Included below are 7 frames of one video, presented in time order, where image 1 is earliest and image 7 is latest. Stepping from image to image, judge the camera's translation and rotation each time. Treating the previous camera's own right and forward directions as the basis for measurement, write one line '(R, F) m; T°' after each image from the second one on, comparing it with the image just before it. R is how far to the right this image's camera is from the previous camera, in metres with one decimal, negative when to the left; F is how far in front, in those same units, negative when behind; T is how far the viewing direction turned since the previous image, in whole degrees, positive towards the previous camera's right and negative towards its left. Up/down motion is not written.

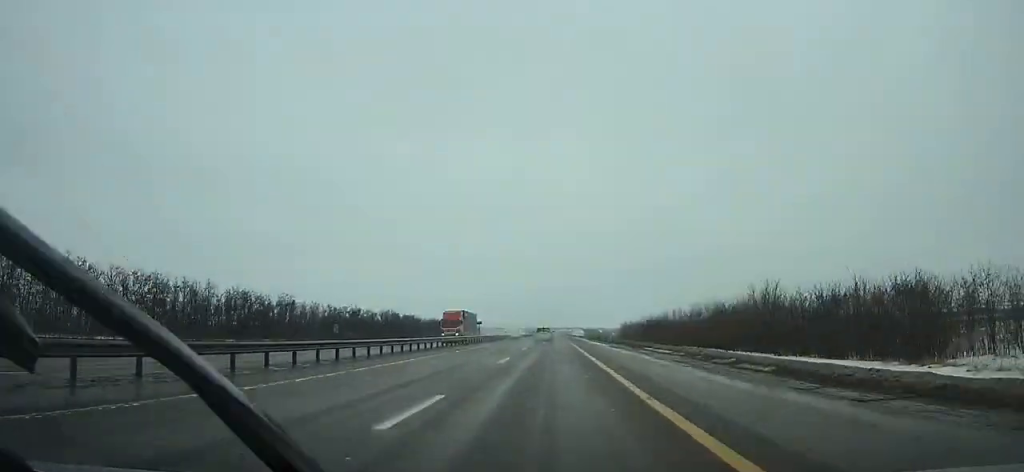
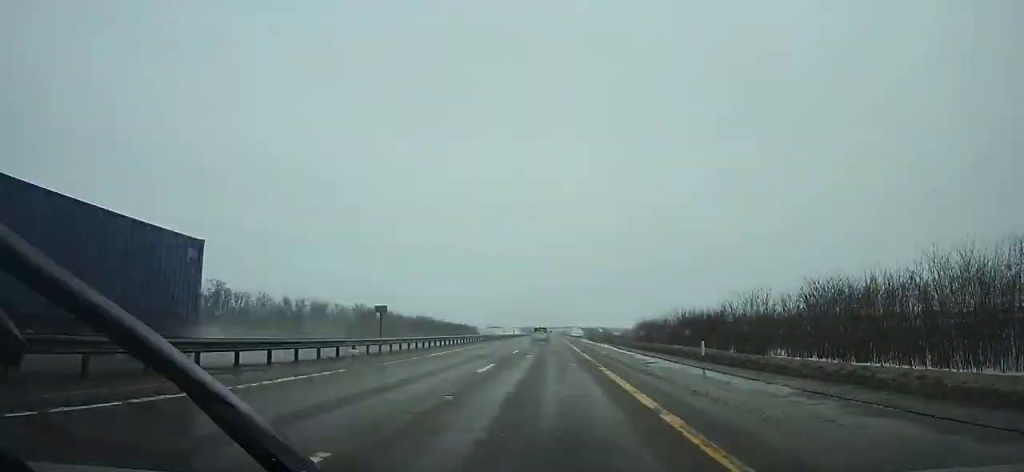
(0.0, +37.0) m; 0°
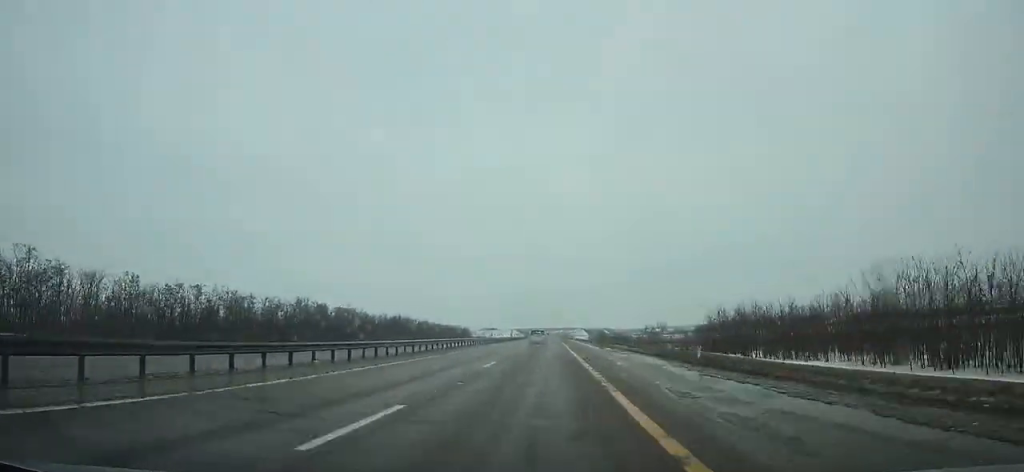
(0.0, +60.9) m; 0°
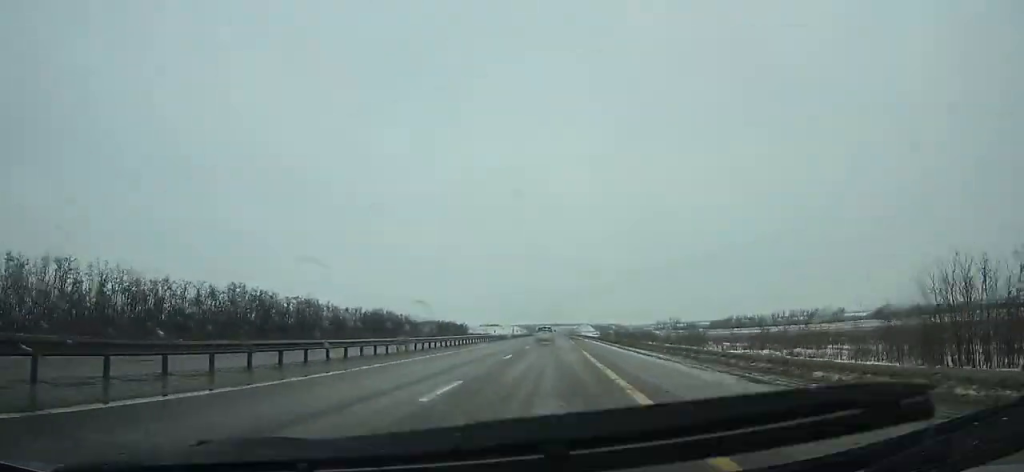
(0.0, +42.5) m; 0°
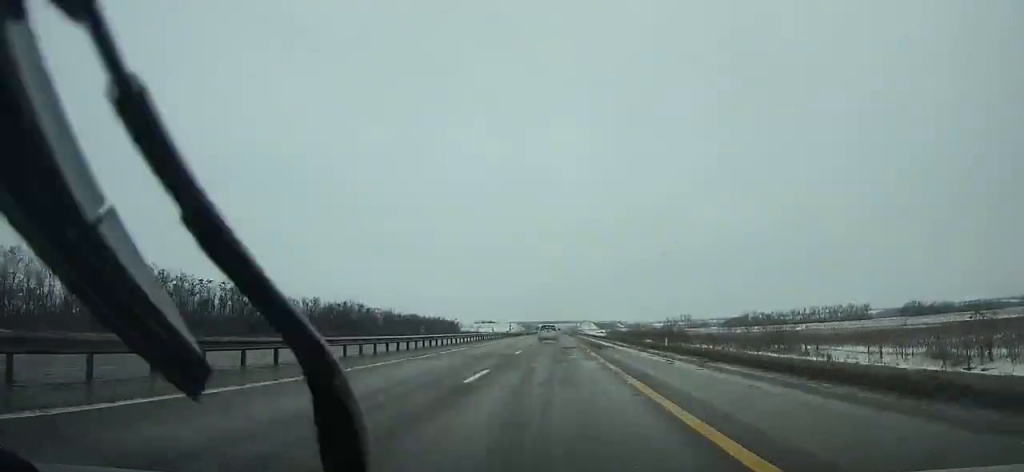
(-0.2, +45.2) m; 0°
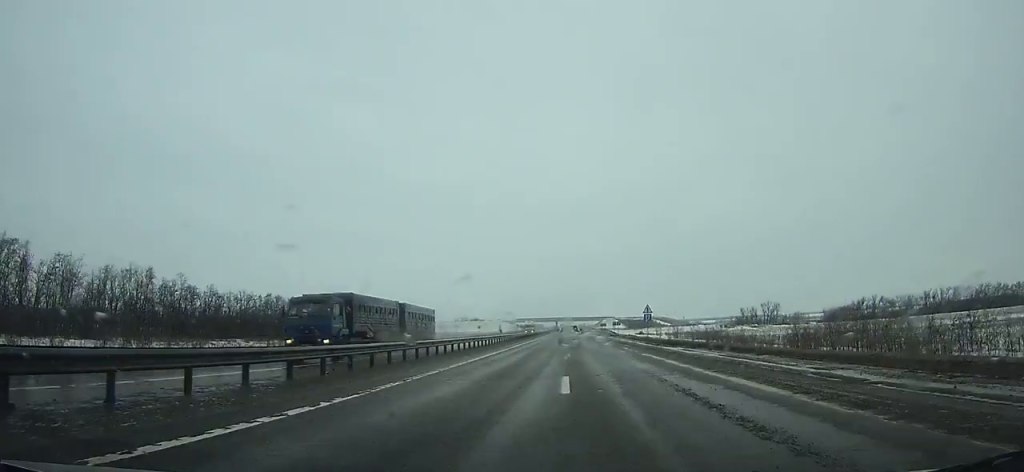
(-1.2, +174.7) m; 0°
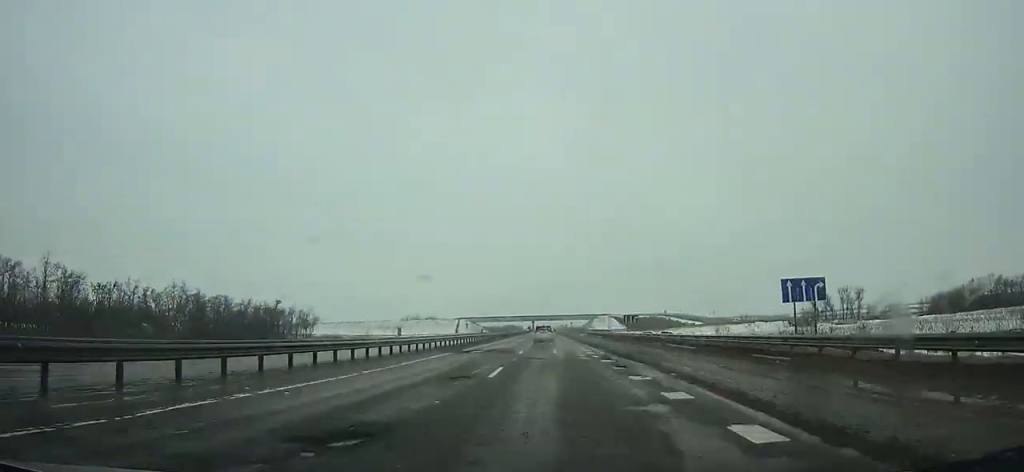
(+1.7, +107.2) m; +1°
